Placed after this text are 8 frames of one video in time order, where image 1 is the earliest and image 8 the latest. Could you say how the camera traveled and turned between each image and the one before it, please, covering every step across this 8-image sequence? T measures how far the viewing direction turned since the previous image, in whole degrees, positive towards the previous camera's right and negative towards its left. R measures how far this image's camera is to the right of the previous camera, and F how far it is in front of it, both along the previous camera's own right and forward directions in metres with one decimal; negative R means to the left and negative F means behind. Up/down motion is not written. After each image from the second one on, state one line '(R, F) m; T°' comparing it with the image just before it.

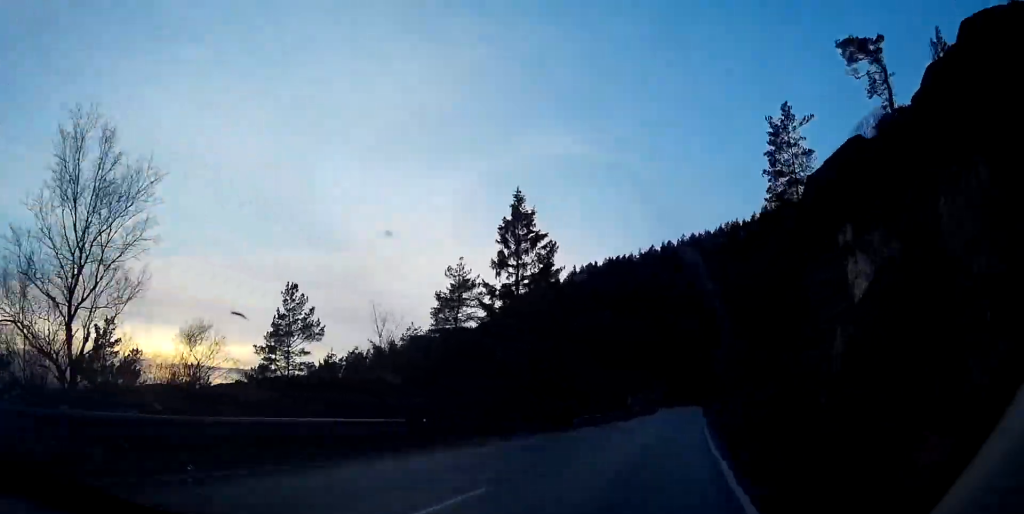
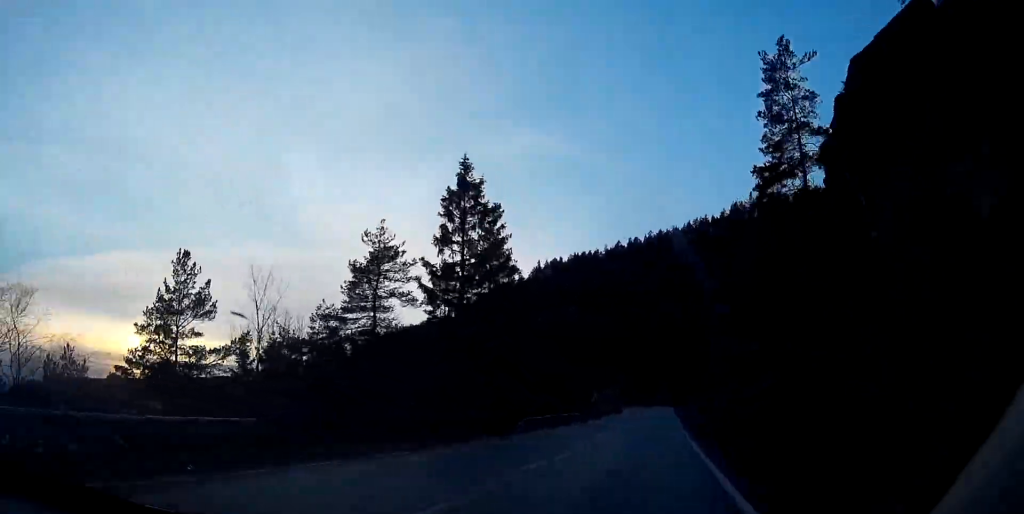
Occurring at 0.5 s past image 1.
(+0.3, +7.4) m; +2°
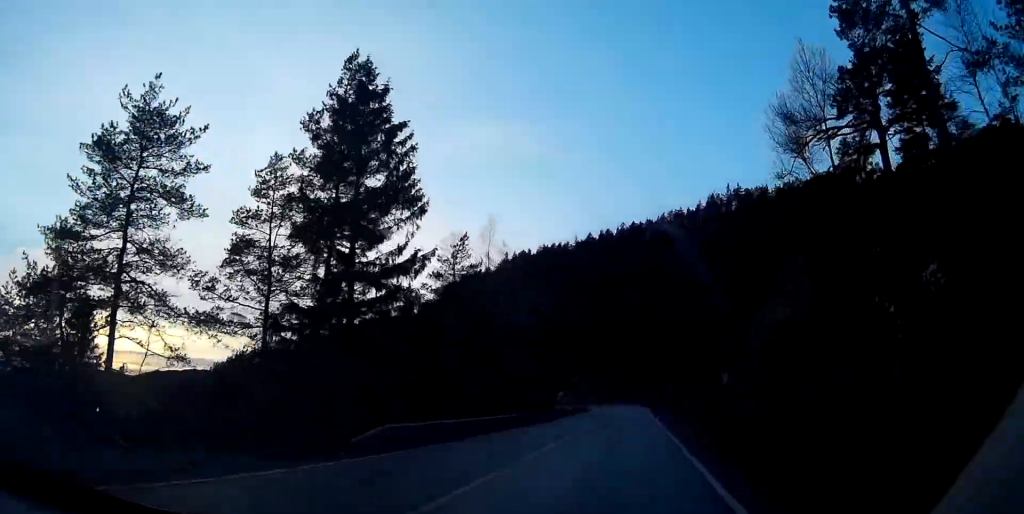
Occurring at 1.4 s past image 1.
(+0.3, +14.8) m; +1°
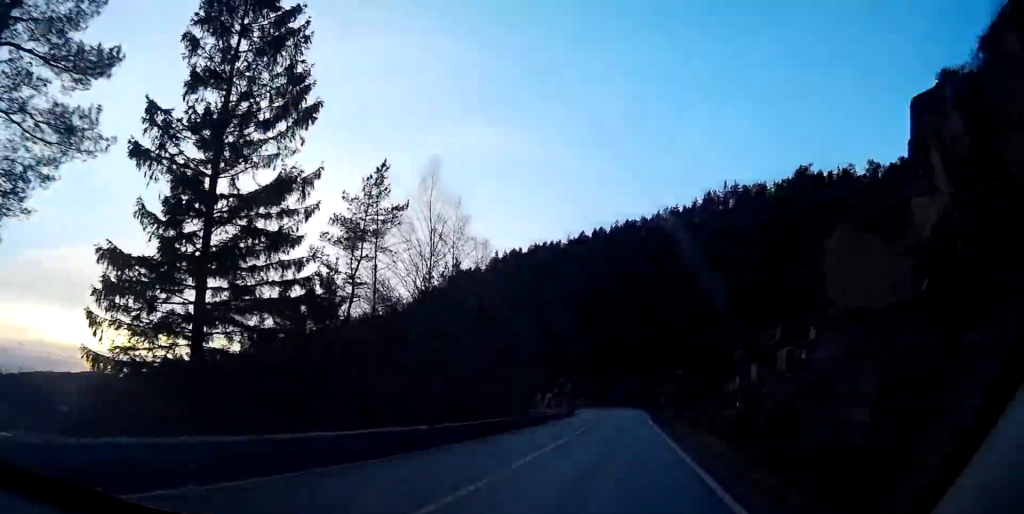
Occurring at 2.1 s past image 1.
(0.0, +11.8) m; +1°
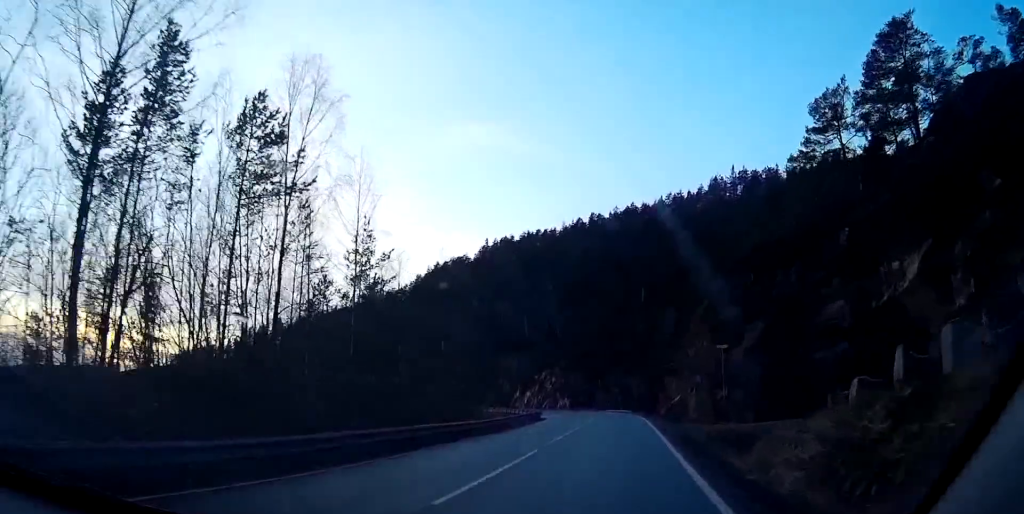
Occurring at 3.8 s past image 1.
(+0.6, +28.3) m; +2°
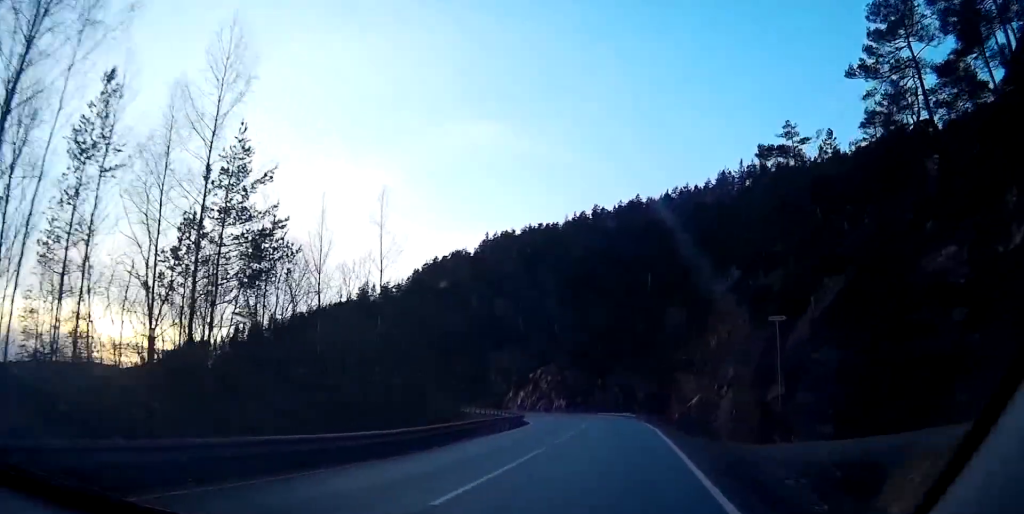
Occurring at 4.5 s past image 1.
(0.0, +12.0) m; 0°
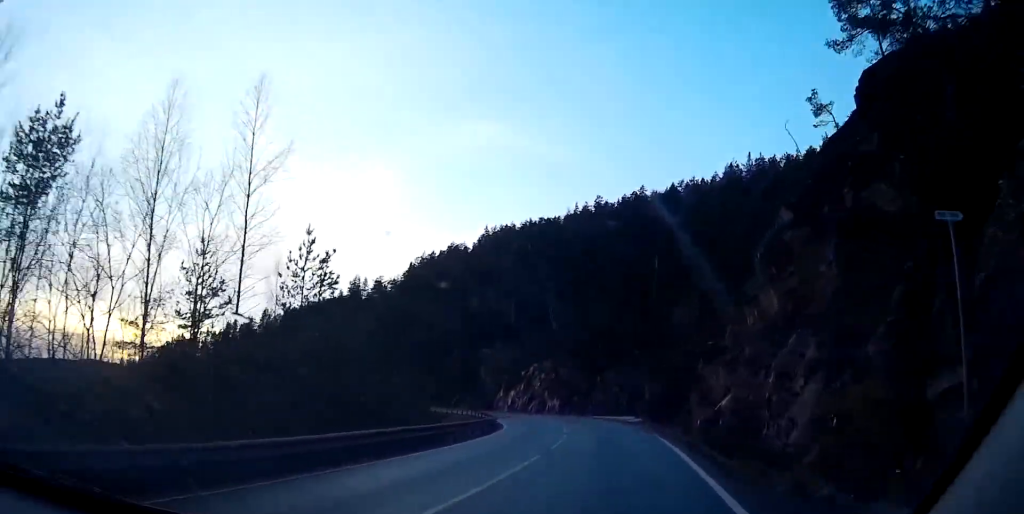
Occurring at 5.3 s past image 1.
(0.0, +12.6) m; -1°
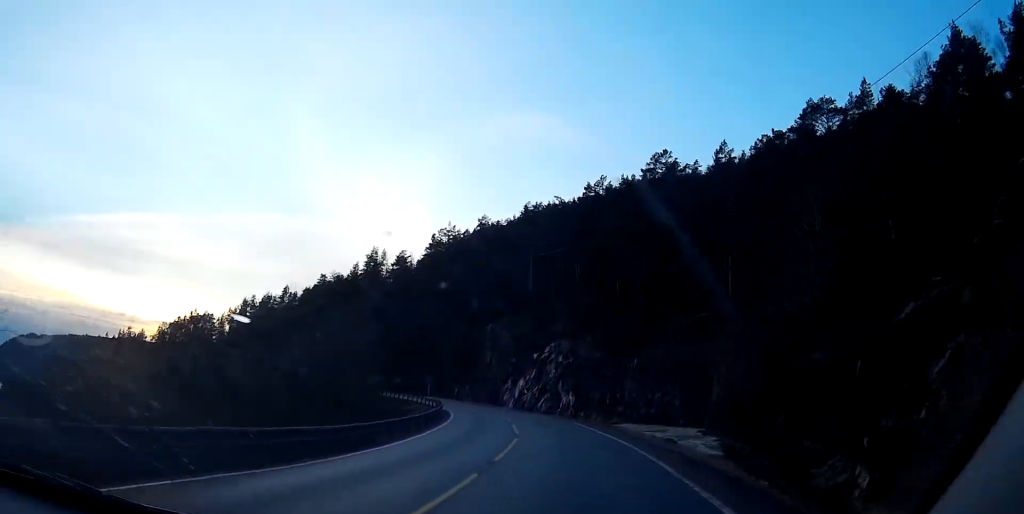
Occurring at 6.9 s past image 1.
(-1.0, +28.8) m; -6°
